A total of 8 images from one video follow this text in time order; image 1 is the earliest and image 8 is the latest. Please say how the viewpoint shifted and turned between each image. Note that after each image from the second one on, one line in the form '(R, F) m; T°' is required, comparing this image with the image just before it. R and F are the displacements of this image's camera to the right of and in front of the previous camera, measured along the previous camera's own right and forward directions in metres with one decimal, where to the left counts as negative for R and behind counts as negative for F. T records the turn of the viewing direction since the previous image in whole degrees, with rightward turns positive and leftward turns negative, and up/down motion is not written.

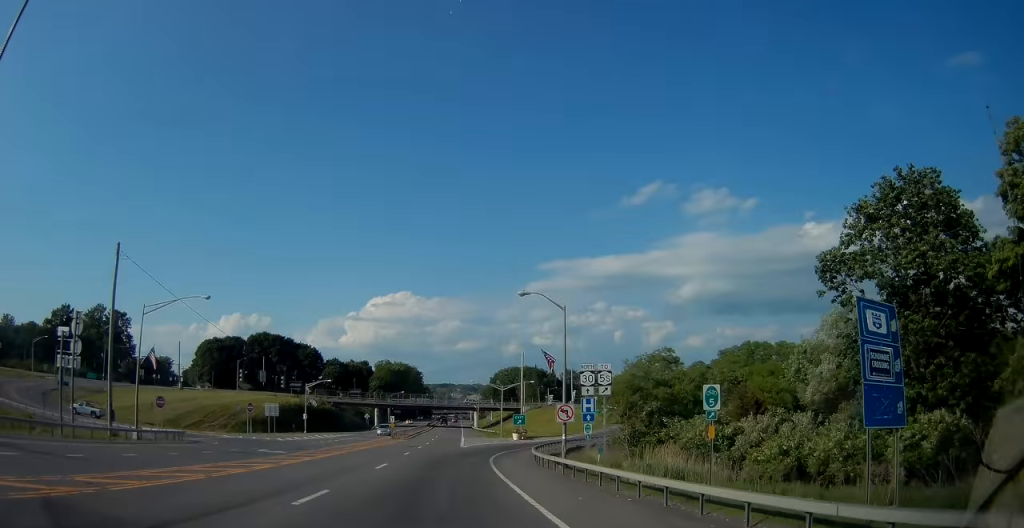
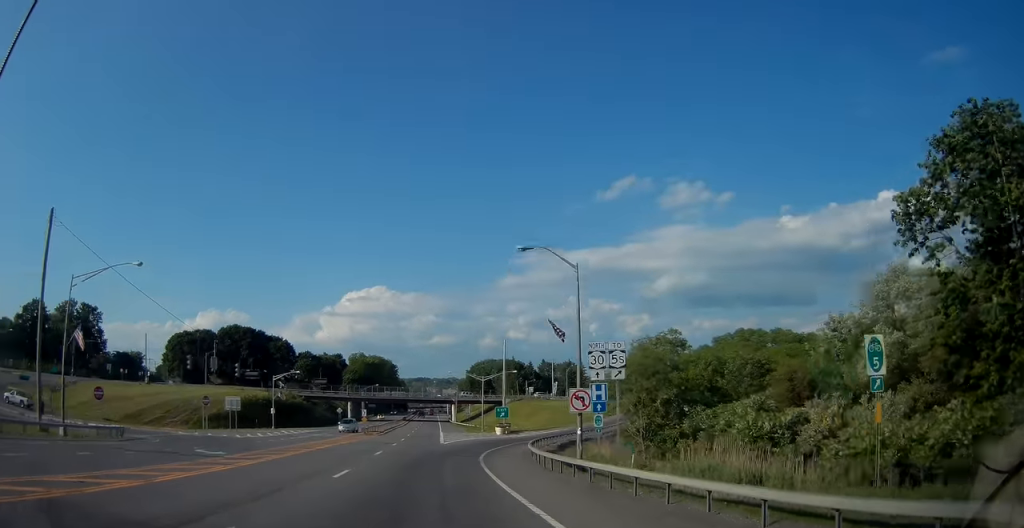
(+0.2, +6.9) m; +2°
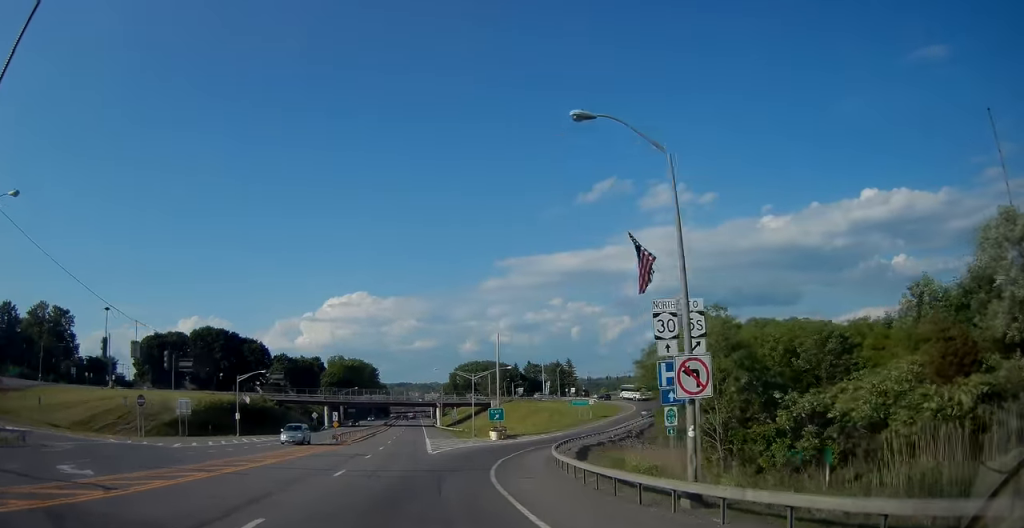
(+0.1, +10.9) m; +1°
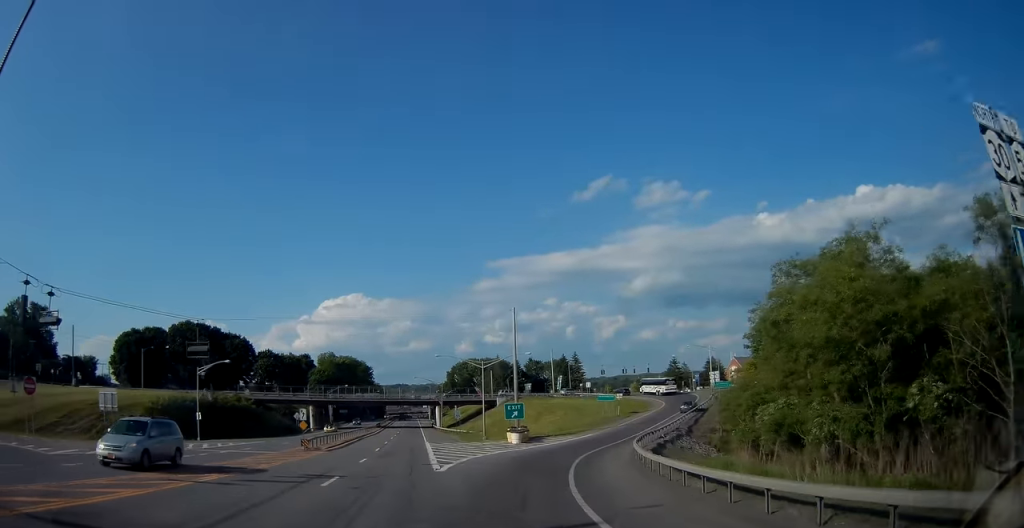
(+0.1, +15.0) m; +1°
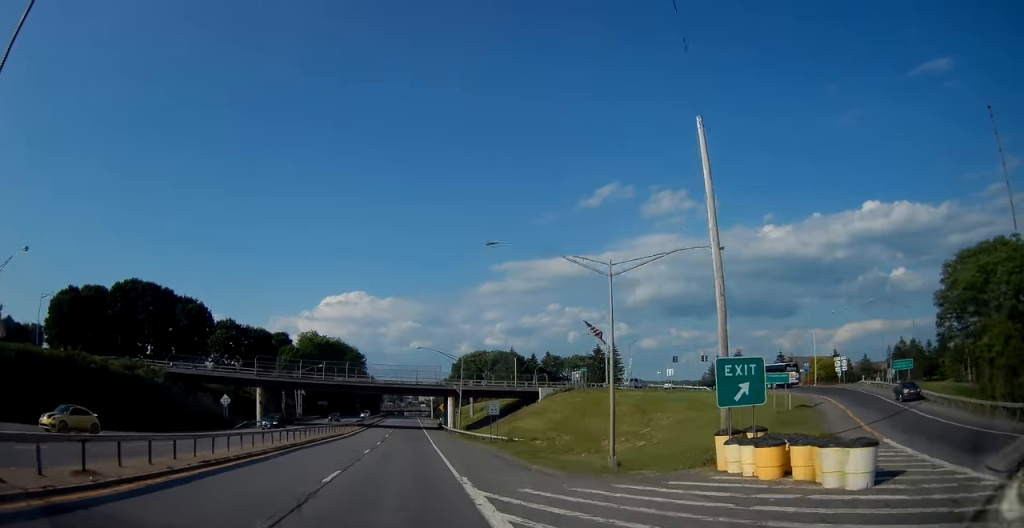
(-0.3, +39.4) m; -1°
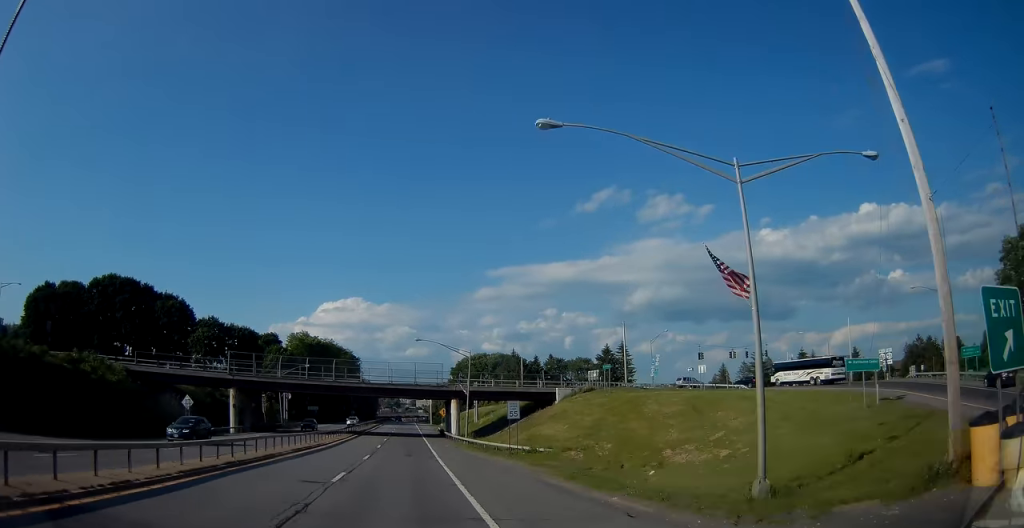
(+0.2, +10.5) m; +1°
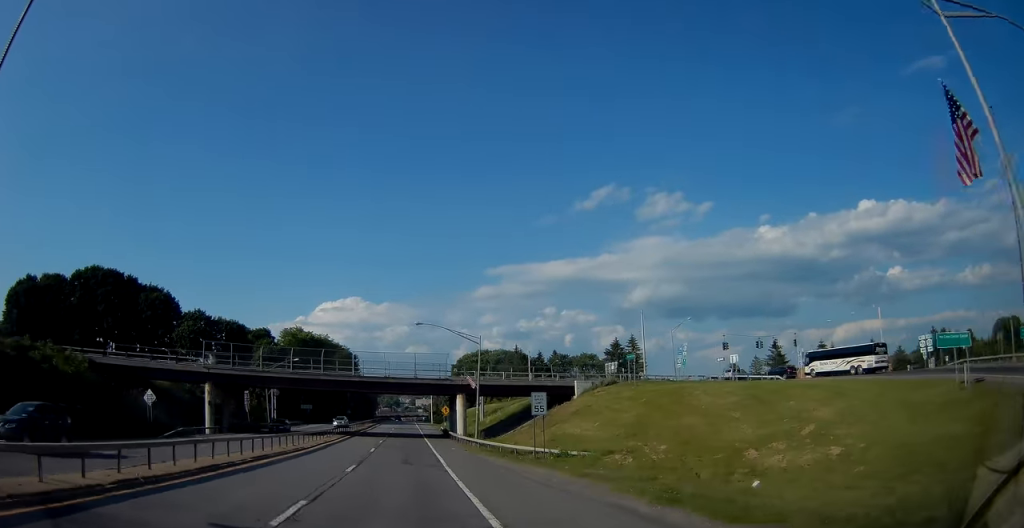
(0.0, +8.1) m; 0°
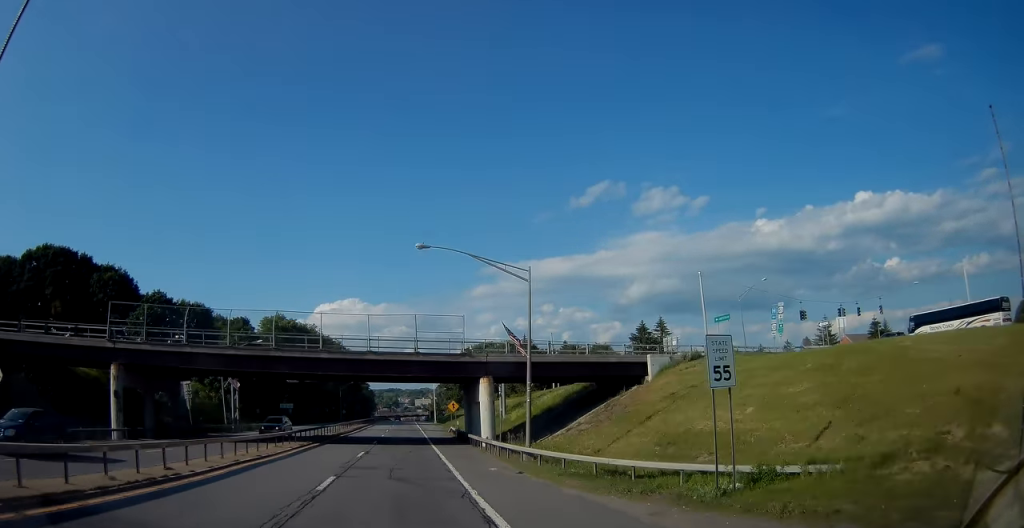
(0.0, +19.4) m; 0°
